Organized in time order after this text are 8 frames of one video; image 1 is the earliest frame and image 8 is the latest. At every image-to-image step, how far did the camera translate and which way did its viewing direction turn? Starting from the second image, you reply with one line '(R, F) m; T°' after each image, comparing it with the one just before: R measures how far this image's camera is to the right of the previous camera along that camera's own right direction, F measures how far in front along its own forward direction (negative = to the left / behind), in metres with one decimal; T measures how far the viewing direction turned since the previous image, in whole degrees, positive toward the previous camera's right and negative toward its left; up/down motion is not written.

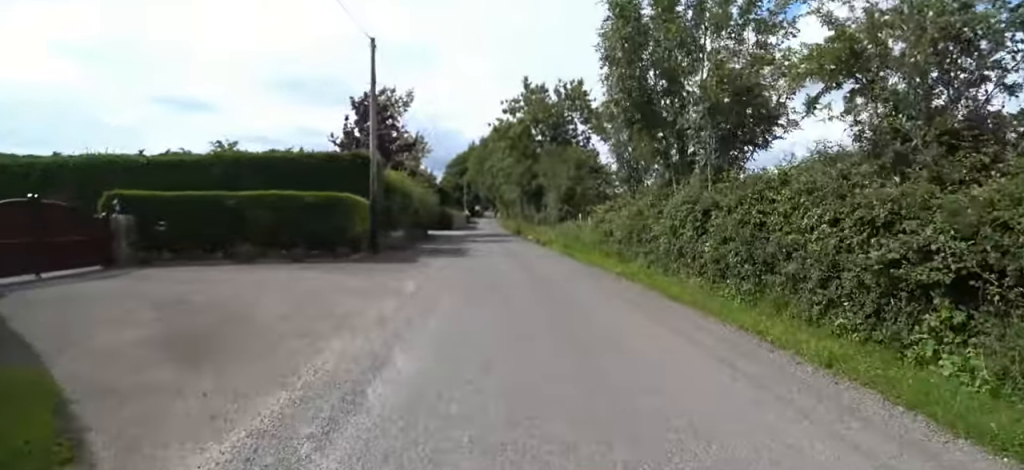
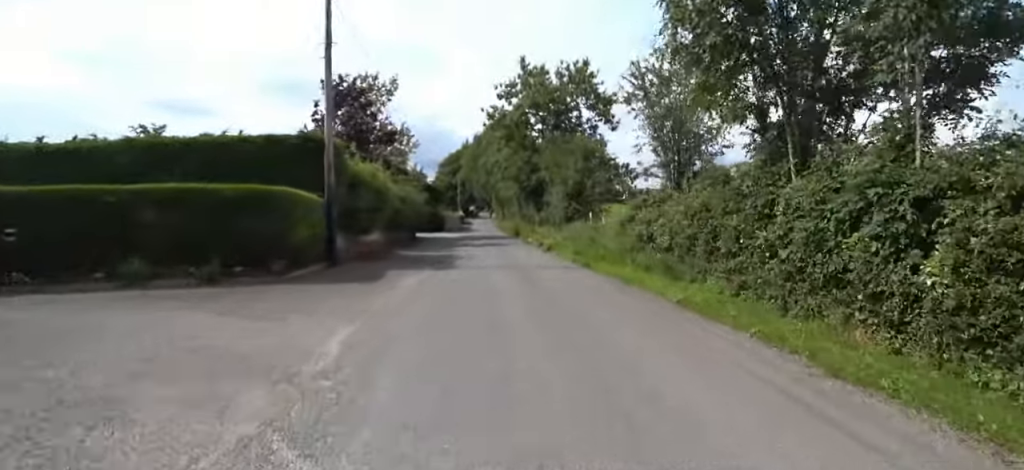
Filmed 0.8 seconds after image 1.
(+0.4, +3.9) m; +4°
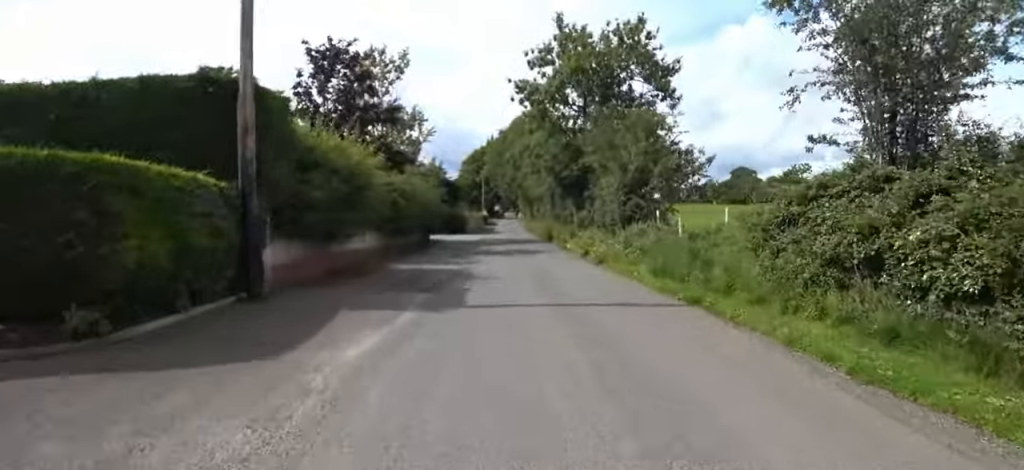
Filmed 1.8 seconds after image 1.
(-0.2, +5.3) m; -10°
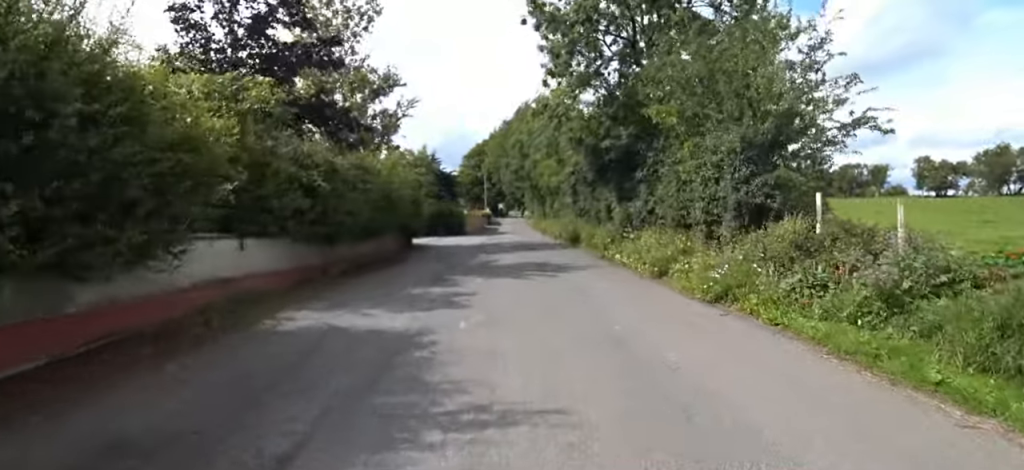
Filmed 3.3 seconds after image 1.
(-0.8, +7.6) m; 0°
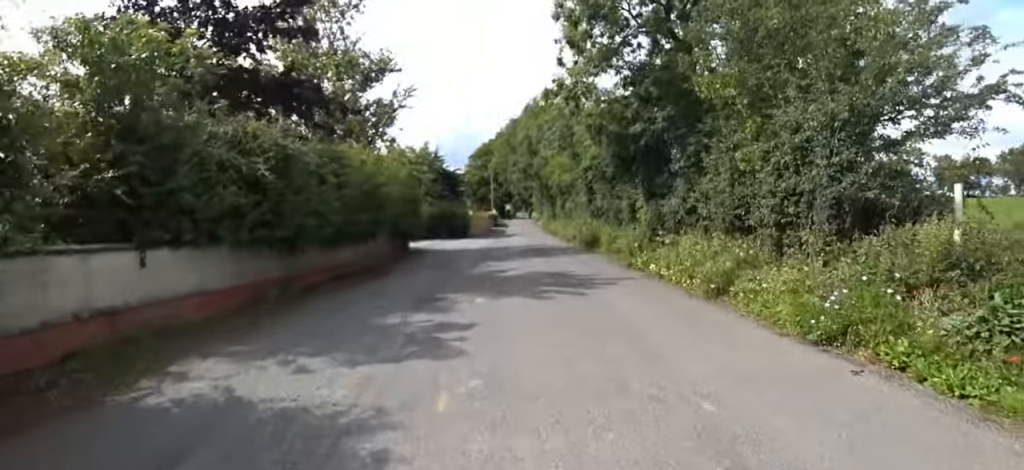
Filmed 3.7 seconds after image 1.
(-0.1, +2.4) m; +4°
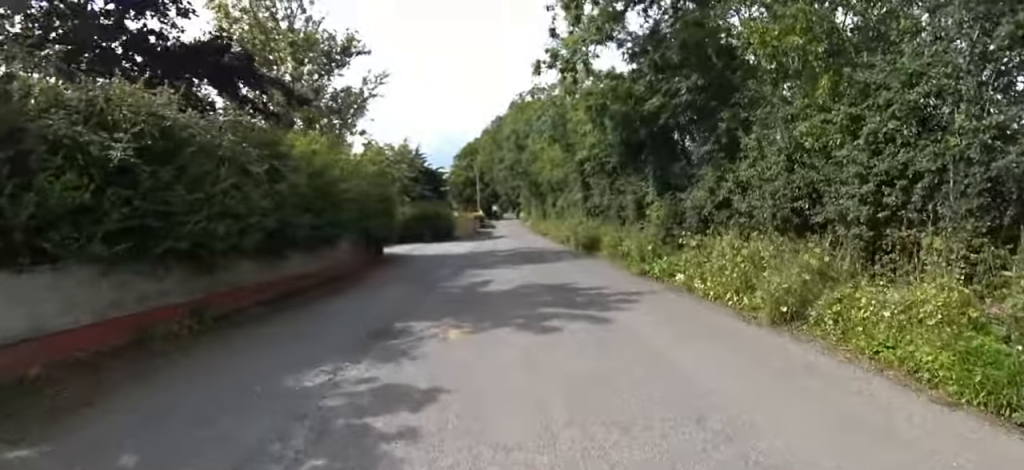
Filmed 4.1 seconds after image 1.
(+0.3, +2.4) m; 0°
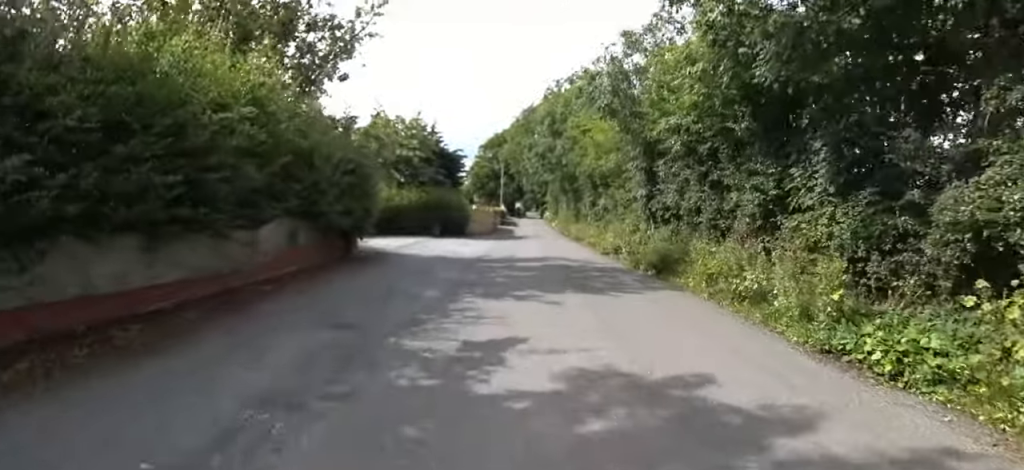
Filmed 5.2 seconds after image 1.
(0.0, +5.6) m; -6°
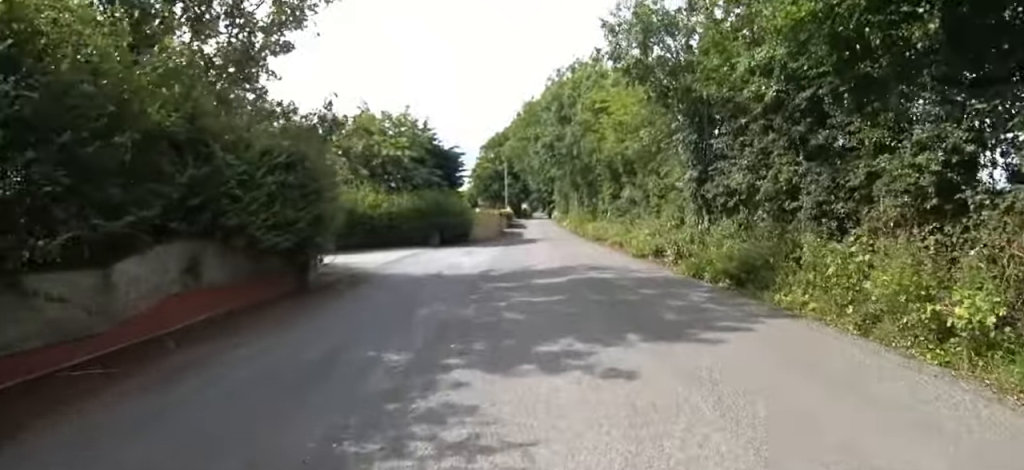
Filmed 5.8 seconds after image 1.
(-0.2, +3.3) m; -5°
